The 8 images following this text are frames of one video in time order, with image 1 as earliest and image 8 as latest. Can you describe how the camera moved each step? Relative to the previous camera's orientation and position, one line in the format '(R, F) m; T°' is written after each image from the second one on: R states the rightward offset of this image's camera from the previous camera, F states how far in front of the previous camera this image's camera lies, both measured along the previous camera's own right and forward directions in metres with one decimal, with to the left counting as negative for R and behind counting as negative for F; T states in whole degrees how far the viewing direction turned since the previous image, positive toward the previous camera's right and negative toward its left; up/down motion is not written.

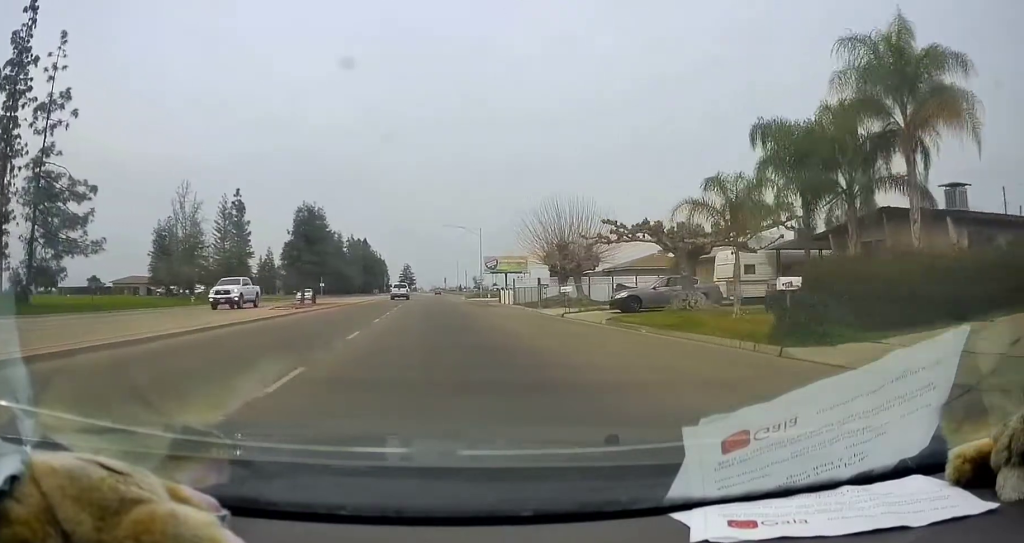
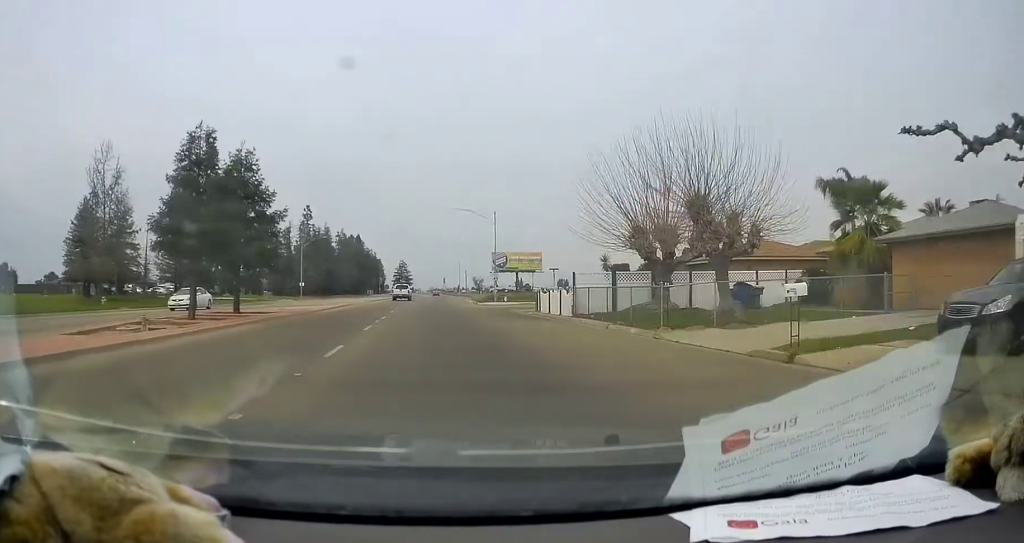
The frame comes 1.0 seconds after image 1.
(0.0, +18.0) m; 0°
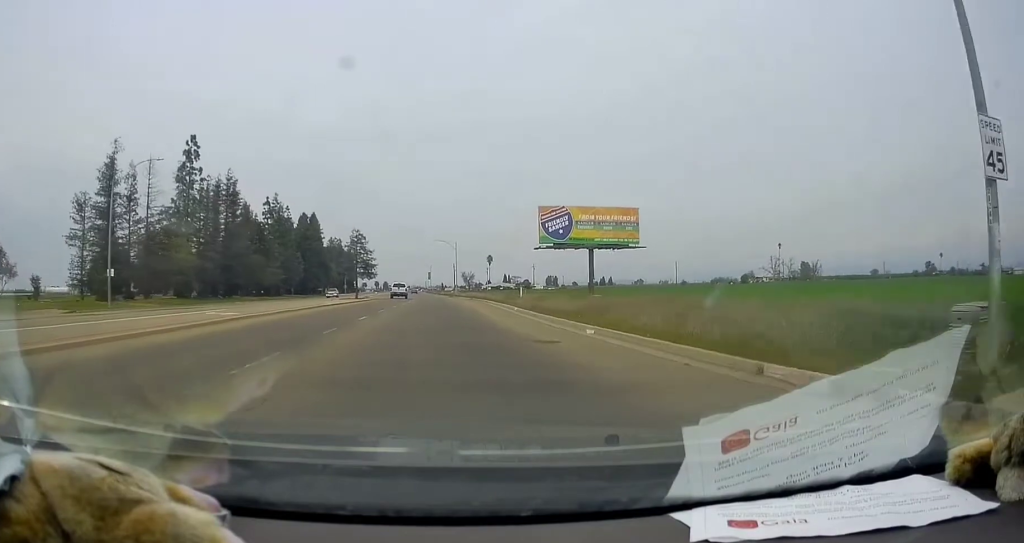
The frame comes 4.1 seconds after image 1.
(0.0, +58.8) m; +2°
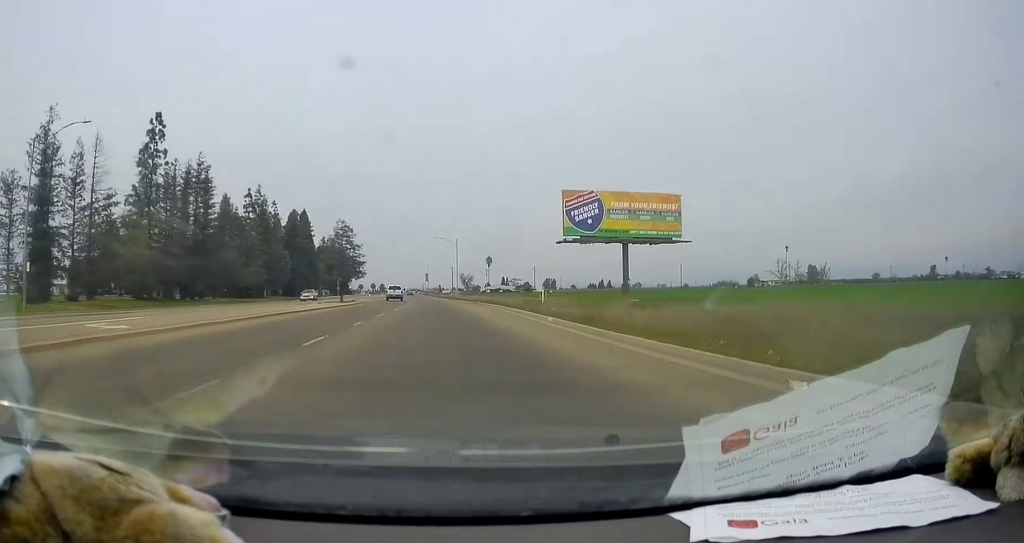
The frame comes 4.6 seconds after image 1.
(+0.3, +9.6) m; 0°
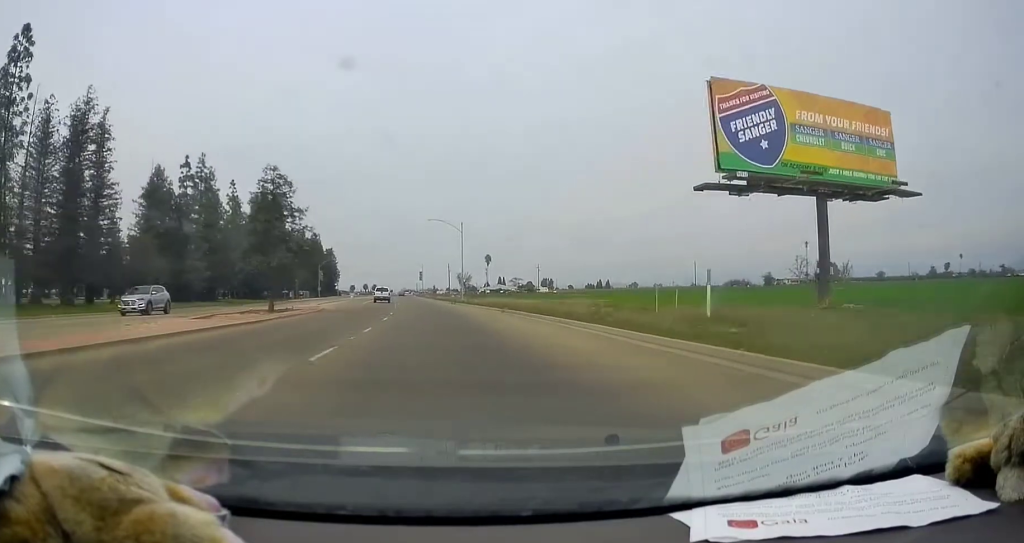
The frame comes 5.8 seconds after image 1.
(0.0, +24.5) m; 0°
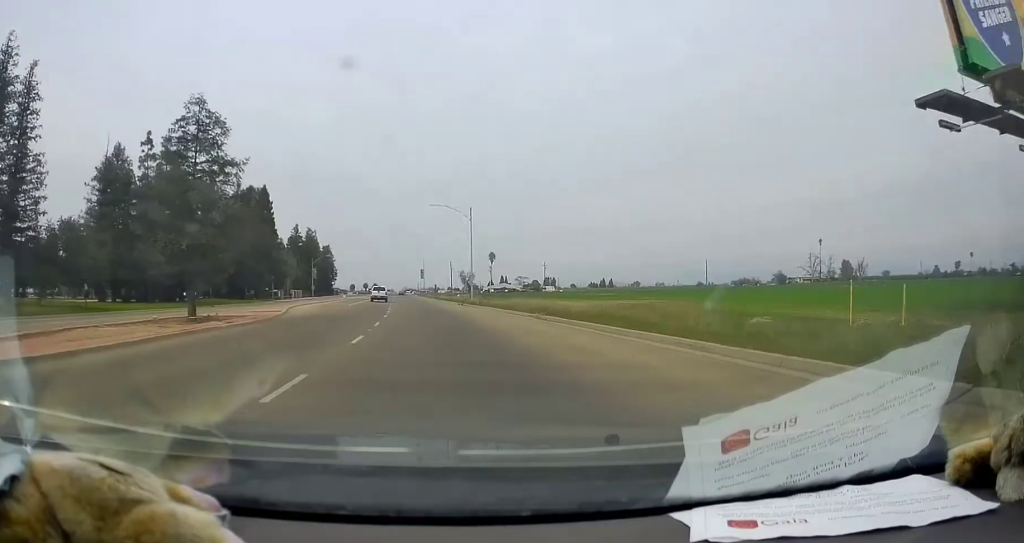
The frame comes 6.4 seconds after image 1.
(-0.2, +10.4) m; 0°
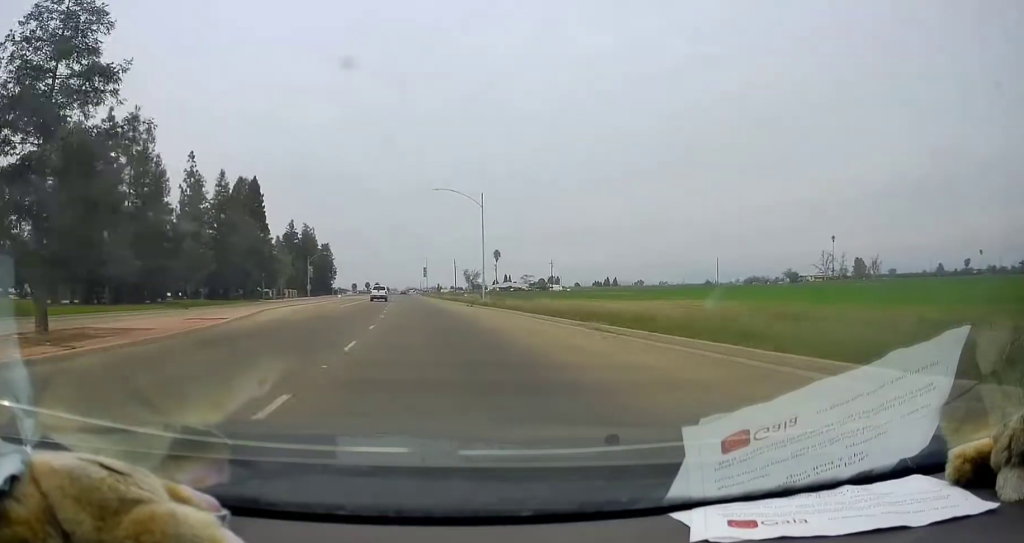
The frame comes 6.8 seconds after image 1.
(+0.4, +9.2) m; +1°
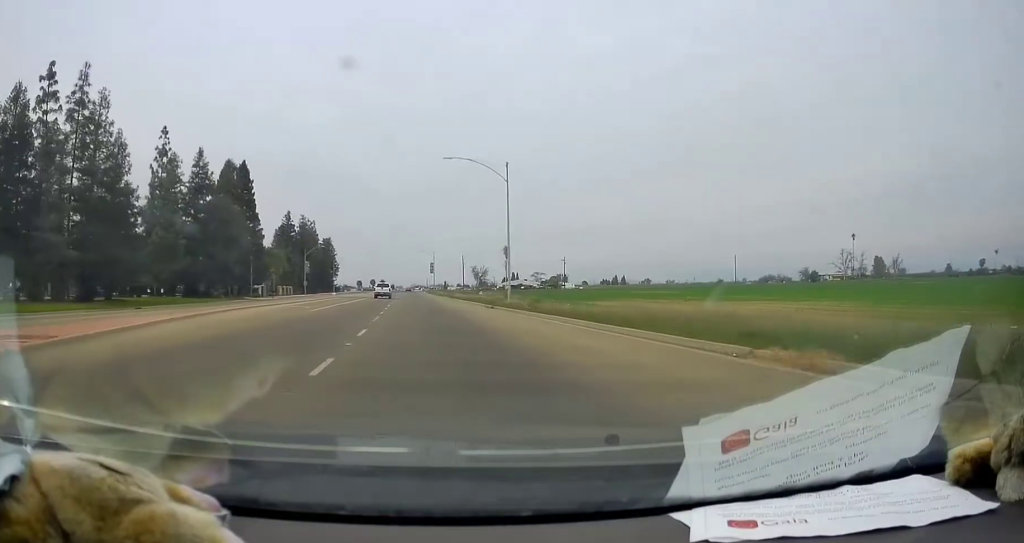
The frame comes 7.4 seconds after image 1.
(+0.2, +11.2) m; 0°
